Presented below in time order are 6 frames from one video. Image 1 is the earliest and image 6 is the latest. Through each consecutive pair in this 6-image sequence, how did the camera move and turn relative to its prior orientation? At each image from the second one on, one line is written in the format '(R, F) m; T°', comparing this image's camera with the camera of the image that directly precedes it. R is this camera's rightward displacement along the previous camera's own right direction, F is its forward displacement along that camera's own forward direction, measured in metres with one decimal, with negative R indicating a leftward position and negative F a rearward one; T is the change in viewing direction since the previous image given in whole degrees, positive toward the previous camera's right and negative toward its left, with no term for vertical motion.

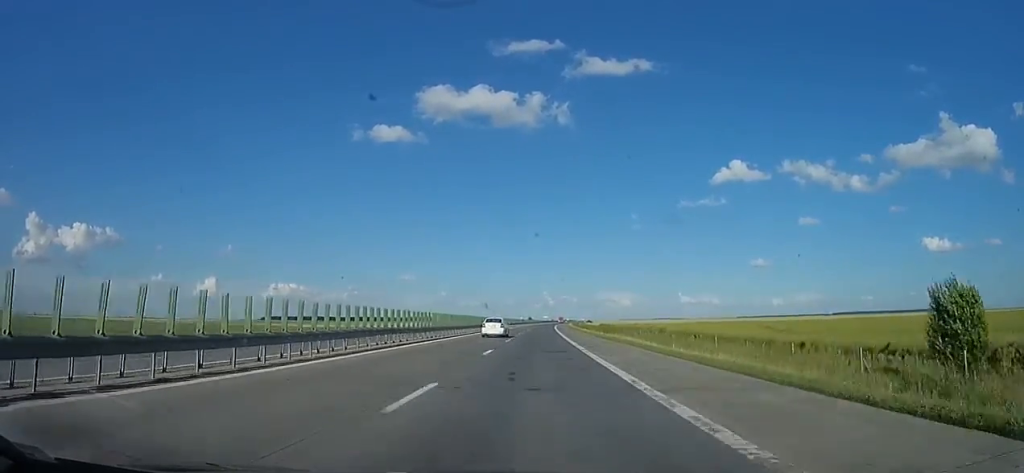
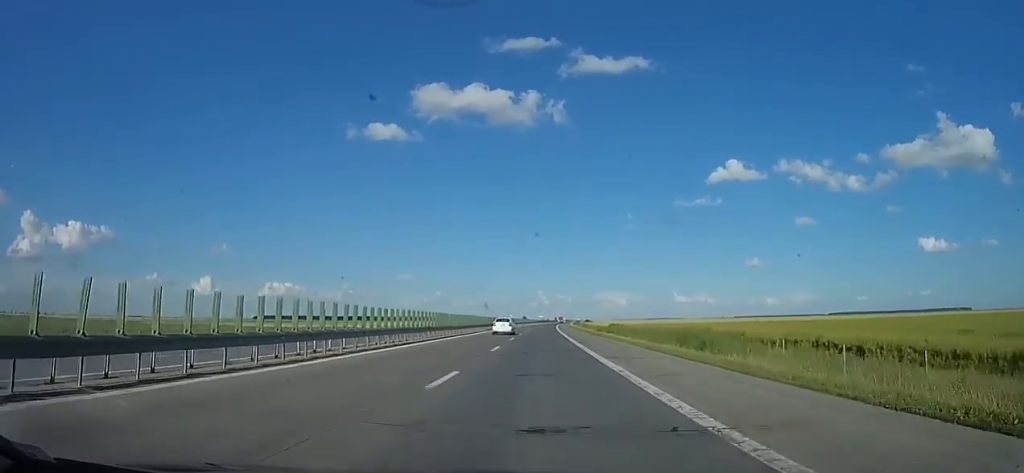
(0.0, +33.2) m; +1°
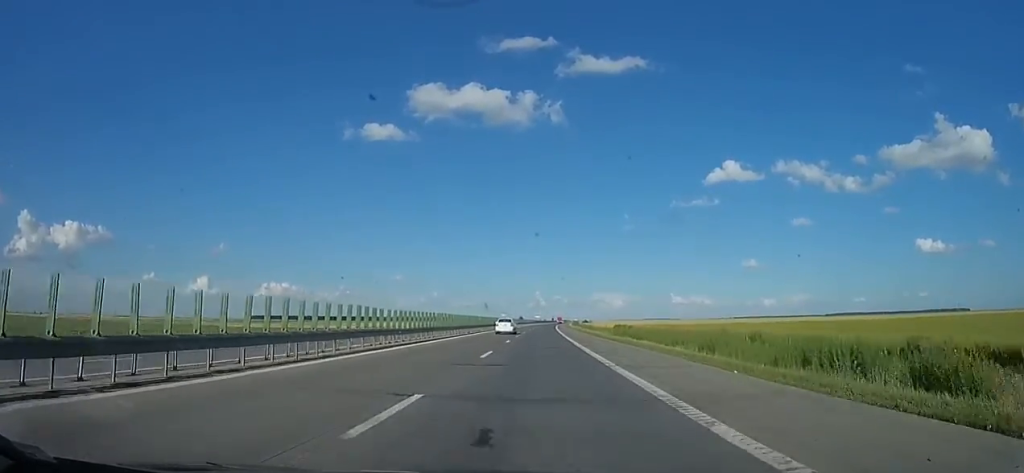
(-0.3, +15.6) m; +1°
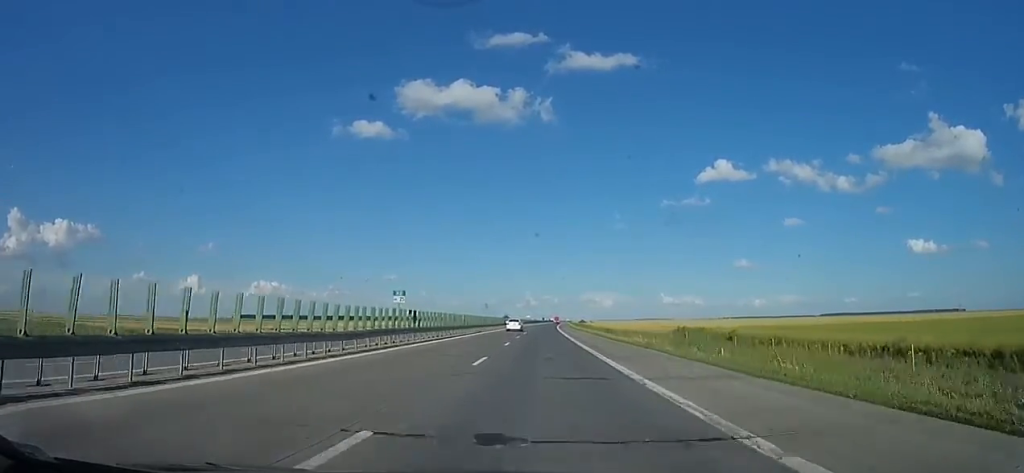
(+0.1, +62.3) m; 0°
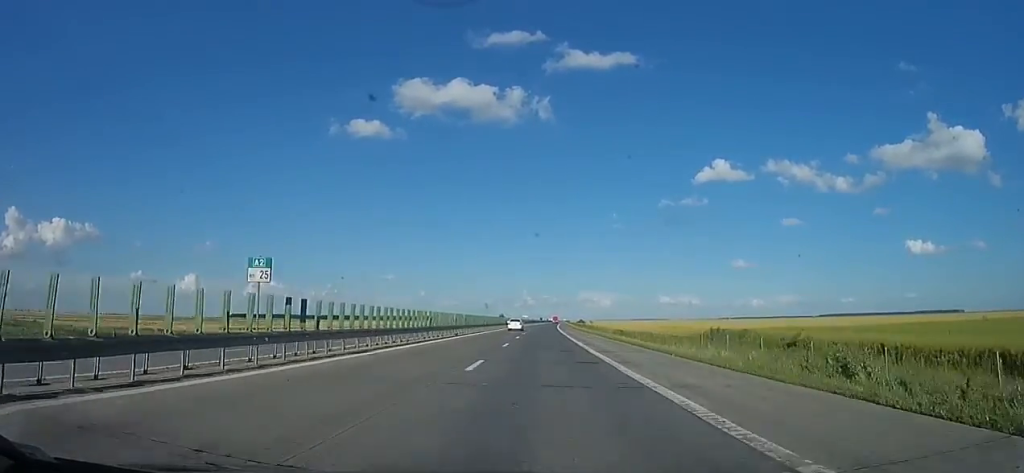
(+0.4, +13.4) m; +1°
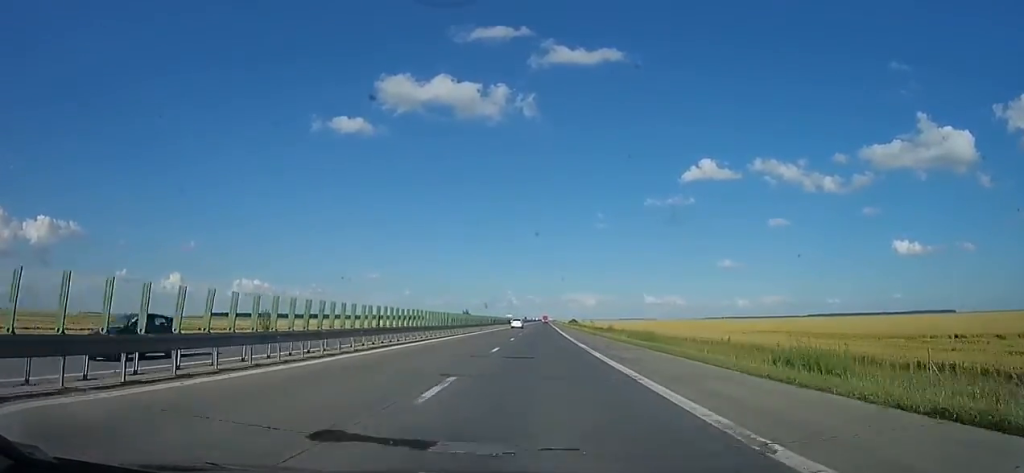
(+2.4, +76.3) m; +2°
